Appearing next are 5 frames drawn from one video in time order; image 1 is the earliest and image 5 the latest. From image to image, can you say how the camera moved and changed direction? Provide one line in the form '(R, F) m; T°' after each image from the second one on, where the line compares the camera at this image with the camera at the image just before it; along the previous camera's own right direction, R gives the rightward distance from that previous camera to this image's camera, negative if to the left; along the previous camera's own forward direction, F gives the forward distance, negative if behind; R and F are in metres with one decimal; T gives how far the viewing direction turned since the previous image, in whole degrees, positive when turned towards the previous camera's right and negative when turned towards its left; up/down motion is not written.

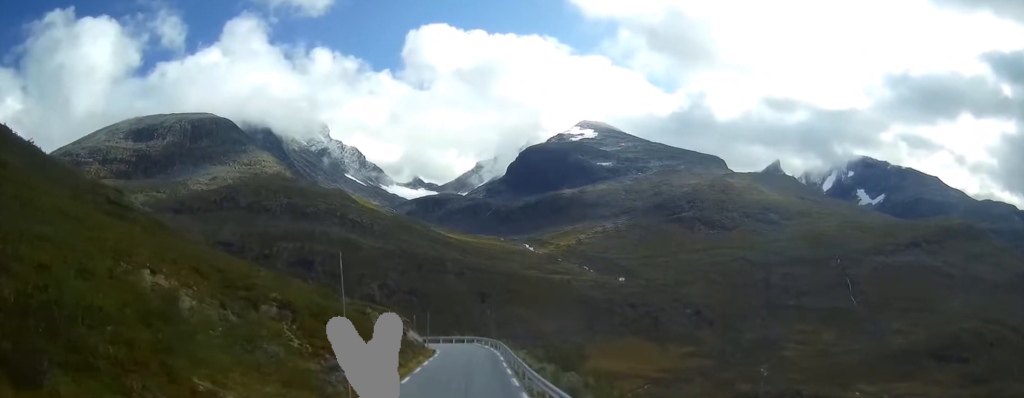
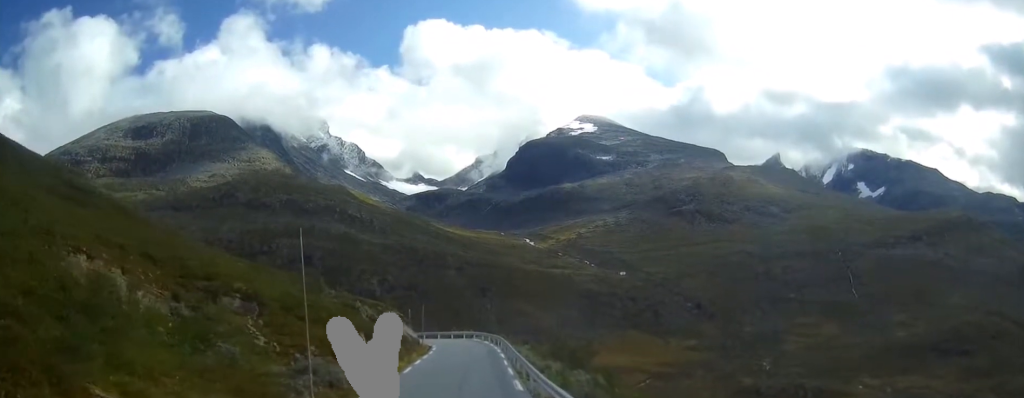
(0.0, +4.2) m; +1°
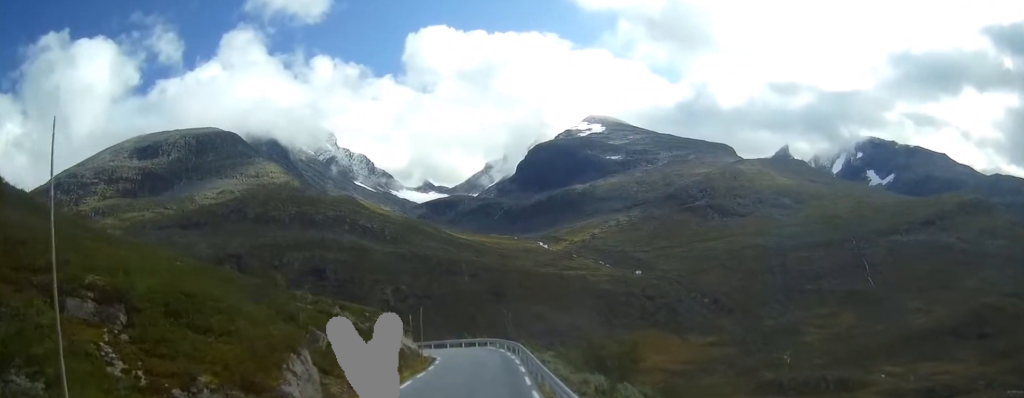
(0.0, +10.1) m; -1°
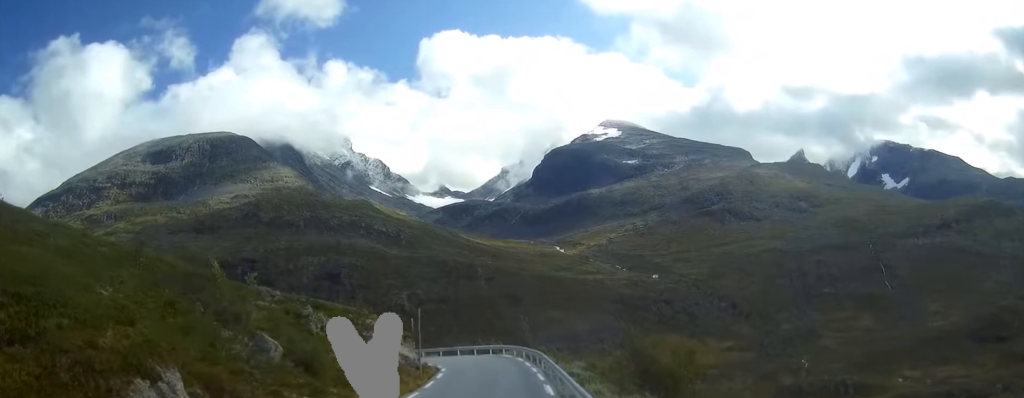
(-0.2, +8.6) m; -4°
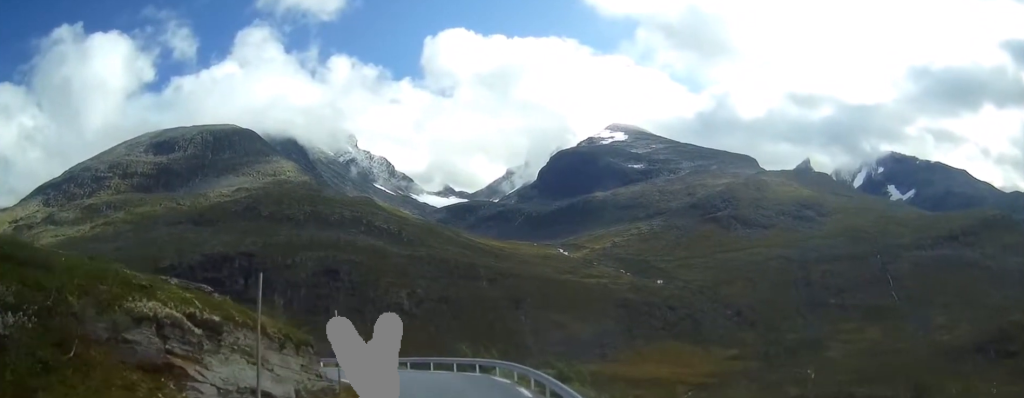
(+0.2, +21.8) m; +1°
